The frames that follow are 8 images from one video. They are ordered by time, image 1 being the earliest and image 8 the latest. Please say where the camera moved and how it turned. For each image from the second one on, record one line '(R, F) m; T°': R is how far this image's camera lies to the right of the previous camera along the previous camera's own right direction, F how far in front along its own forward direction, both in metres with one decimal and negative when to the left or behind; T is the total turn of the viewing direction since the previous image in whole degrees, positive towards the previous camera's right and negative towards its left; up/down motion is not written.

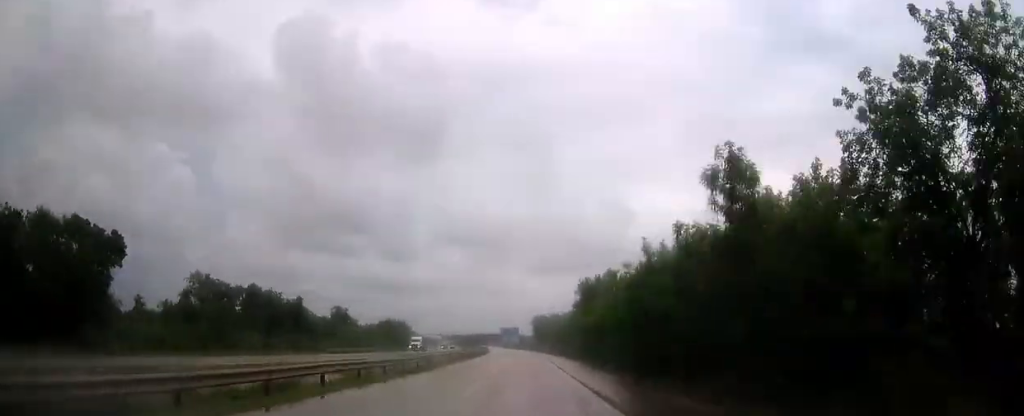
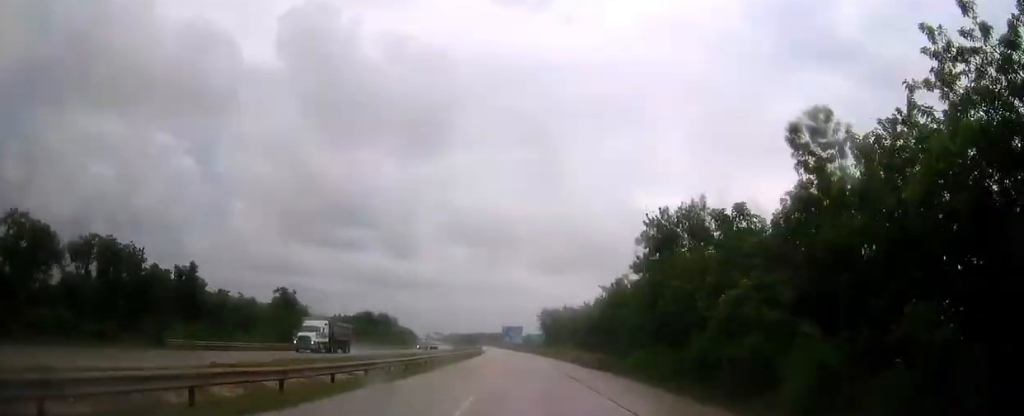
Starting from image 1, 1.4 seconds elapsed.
(0.0, +38.9) m; -1°
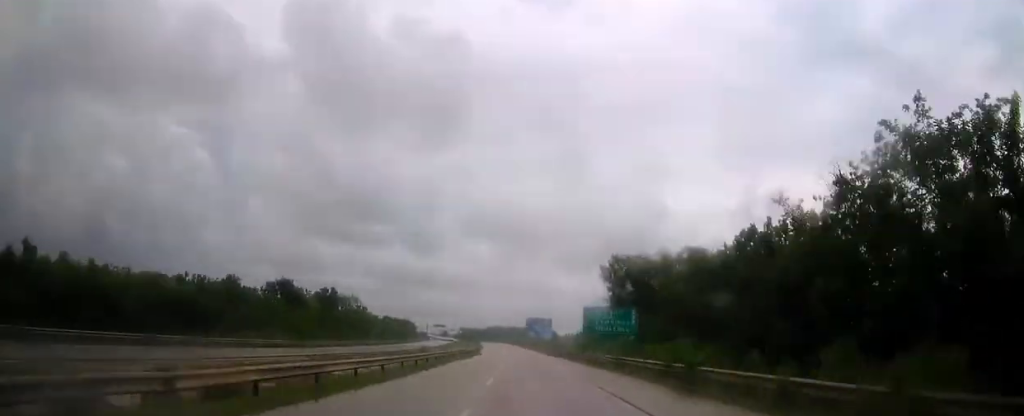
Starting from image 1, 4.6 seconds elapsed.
(-1.6, +89.7) m; -2°
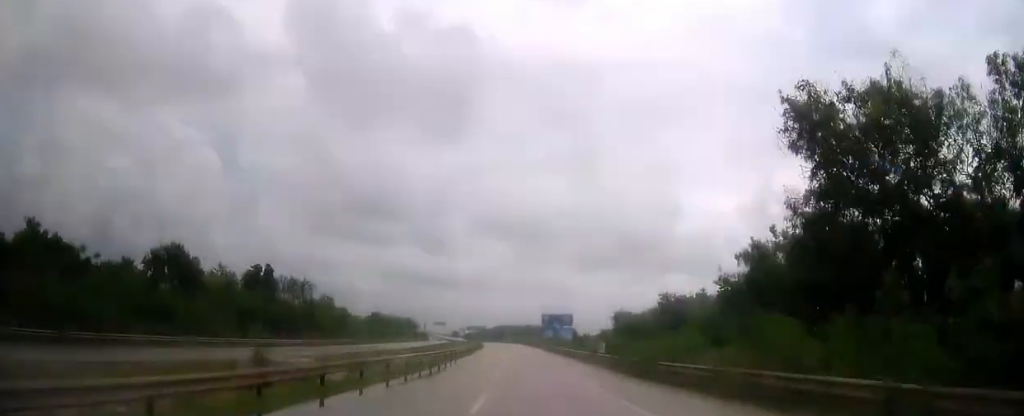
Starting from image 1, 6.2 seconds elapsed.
(-0.6, +44.3) m; -1°
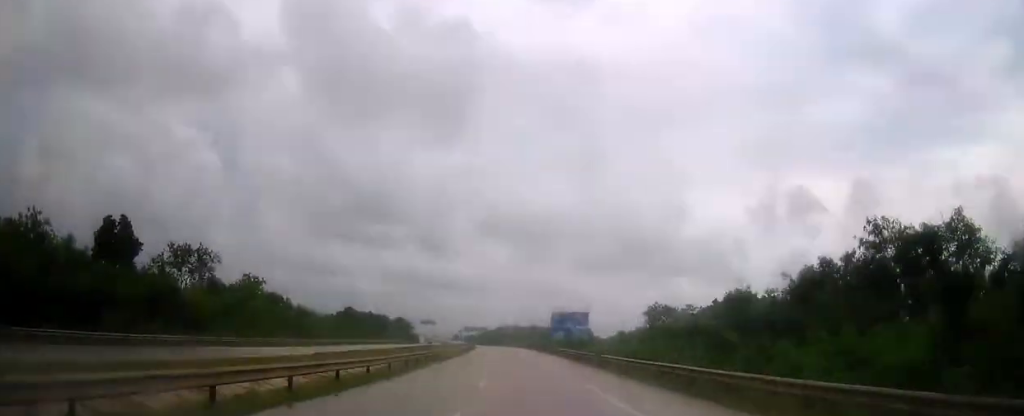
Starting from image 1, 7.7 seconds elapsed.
(-0.4, +41.8) m; -1°
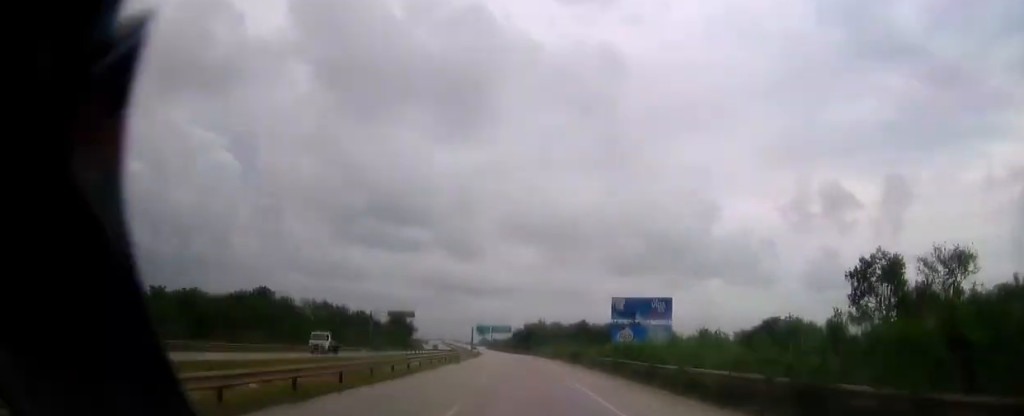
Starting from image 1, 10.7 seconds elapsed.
(-1.7, +83.3) m; -2°
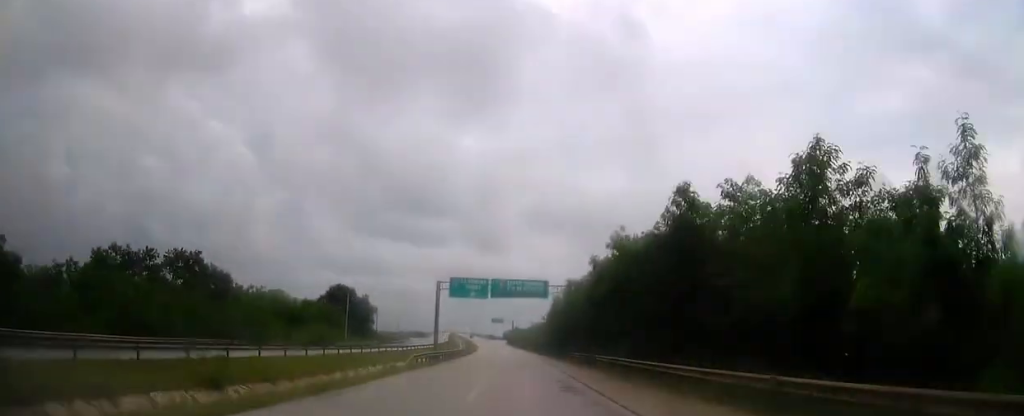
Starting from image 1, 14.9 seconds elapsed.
(-3.4, +116.9) m; -3°
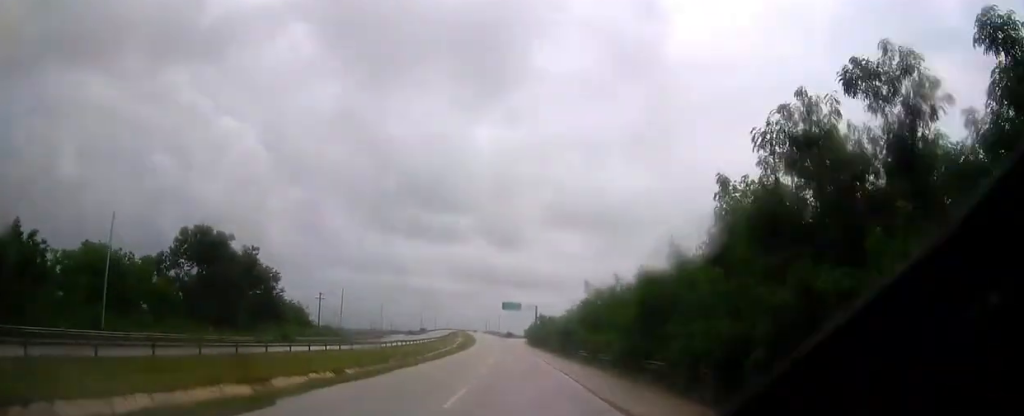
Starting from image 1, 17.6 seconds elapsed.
(-1.6, +75.2) m; -2°
